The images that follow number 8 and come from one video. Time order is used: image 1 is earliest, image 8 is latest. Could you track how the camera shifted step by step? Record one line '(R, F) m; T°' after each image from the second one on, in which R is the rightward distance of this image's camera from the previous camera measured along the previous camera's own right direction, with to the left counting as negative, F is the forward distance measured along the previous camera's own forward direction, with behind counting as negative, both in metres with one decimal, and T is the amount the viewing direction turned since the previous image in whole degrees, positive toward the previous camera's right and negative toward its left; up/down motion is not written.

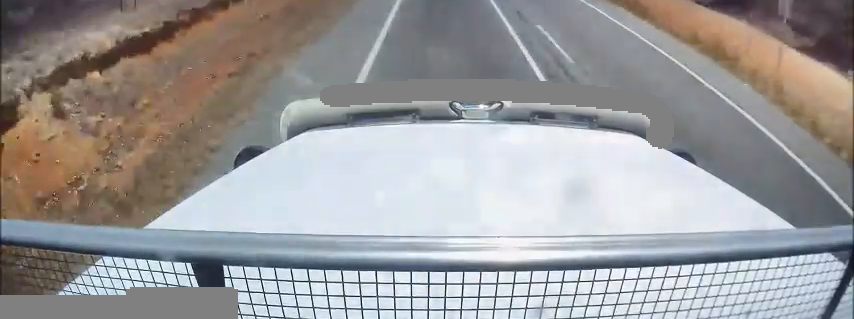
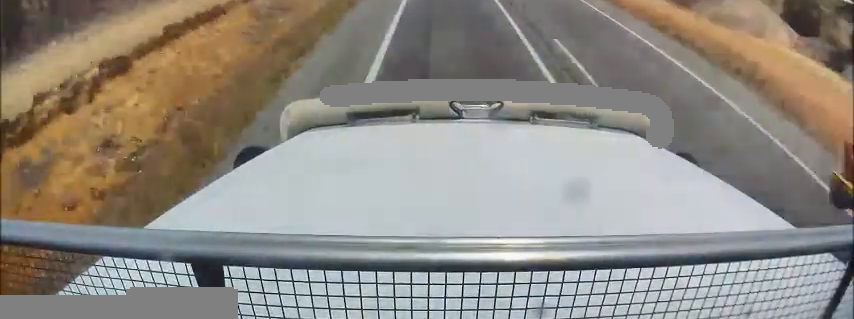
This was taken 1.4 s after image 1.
(-0.3, +26.5) m; 0°
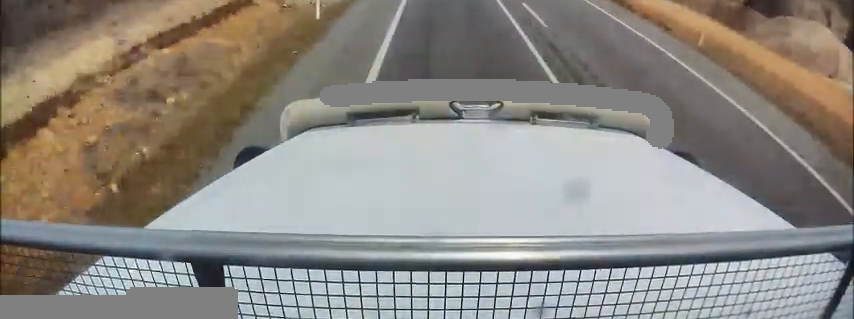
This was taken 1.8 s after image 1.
(-0.2, +7.5) m; 0°
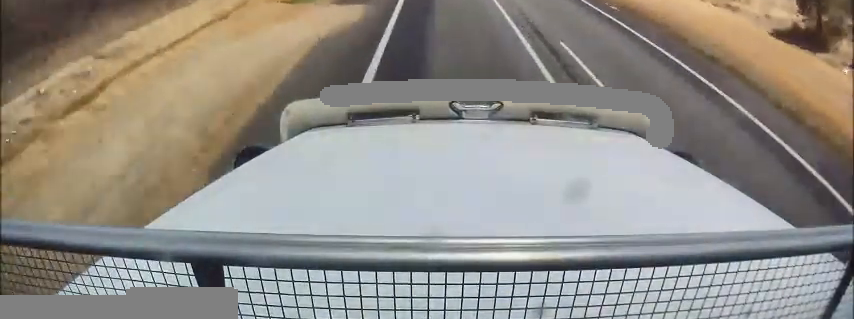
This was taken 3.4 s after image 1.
(+0.3, +30.2) m; -1°
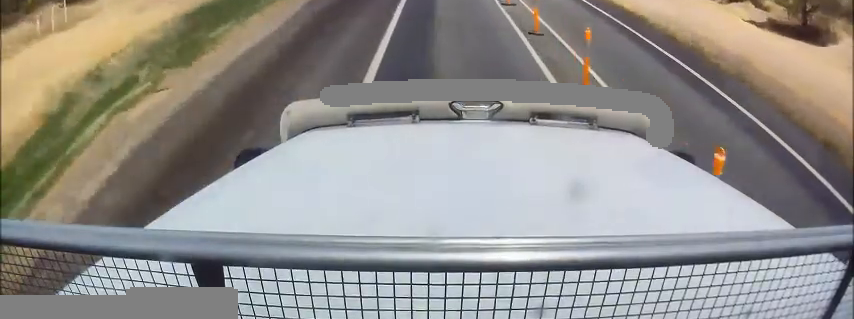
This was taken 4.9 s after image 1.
(-0.6, +26.7) m; +1°
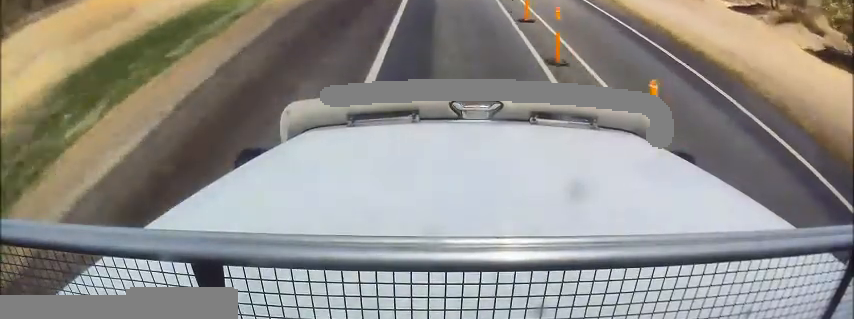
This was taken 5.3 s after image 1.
(+0.3, +7.2) m; +2°
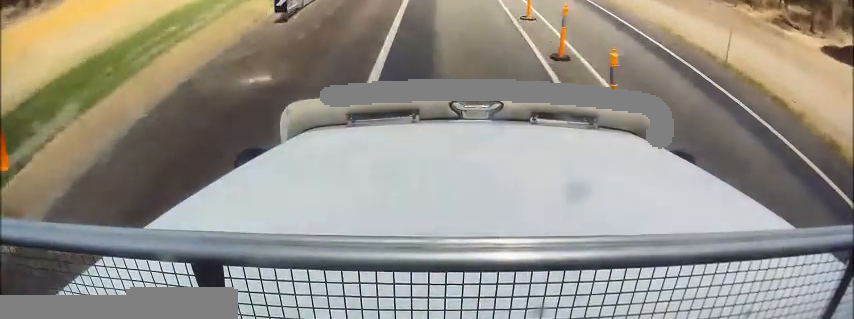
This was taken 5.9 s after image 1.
(+0.2, +11.4) m; +3°
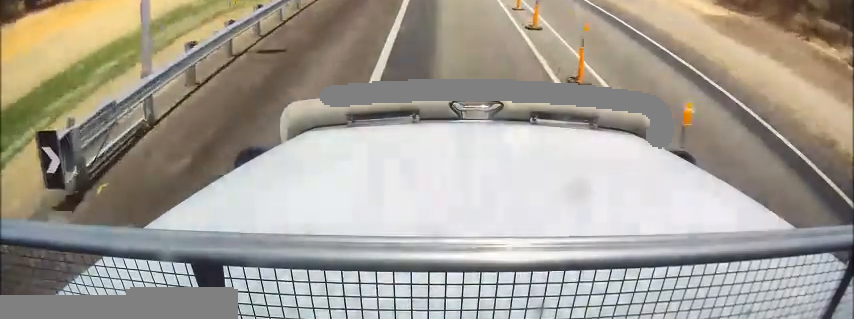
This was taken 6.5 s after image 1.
(+0.4, +10.1) m; -1°
